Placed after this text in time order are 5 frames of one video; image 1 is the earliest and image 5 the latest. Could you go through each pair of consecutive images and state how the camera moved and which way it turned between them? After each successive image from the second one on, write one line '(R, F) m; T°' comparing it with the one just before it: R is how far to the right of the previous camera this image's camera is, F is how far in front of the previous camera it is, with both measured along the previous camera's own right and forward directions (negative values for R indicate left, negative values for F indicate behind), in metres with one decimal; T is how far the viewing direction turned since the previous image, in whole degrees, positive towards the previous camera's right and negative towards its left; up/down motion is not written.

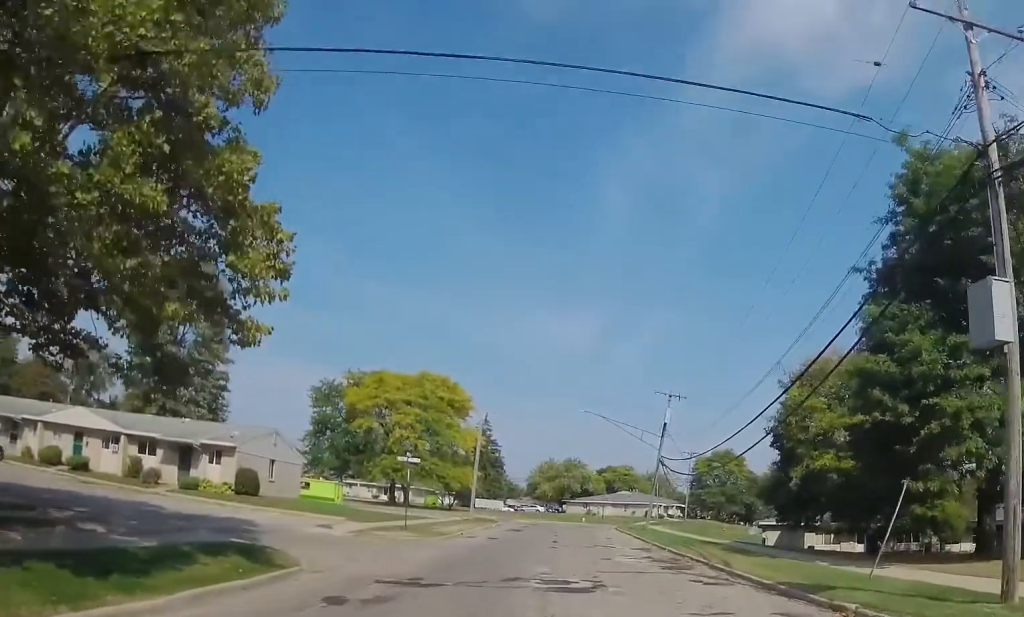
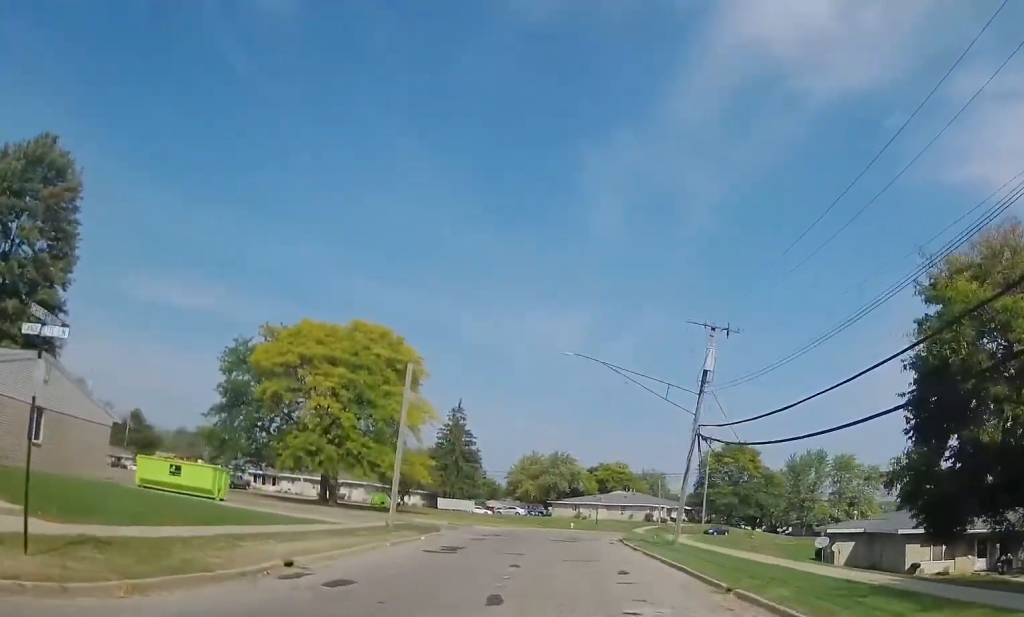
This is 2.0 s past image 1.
(+0.4, +20.7) m; +2°
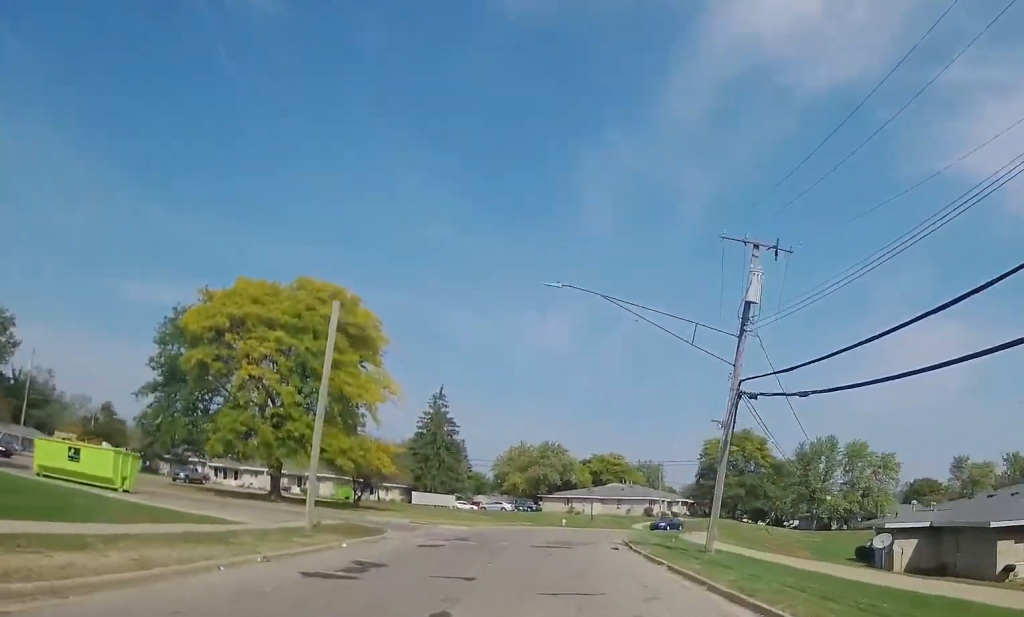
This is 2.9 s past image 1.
(+0.3, +9.9) m; +1°
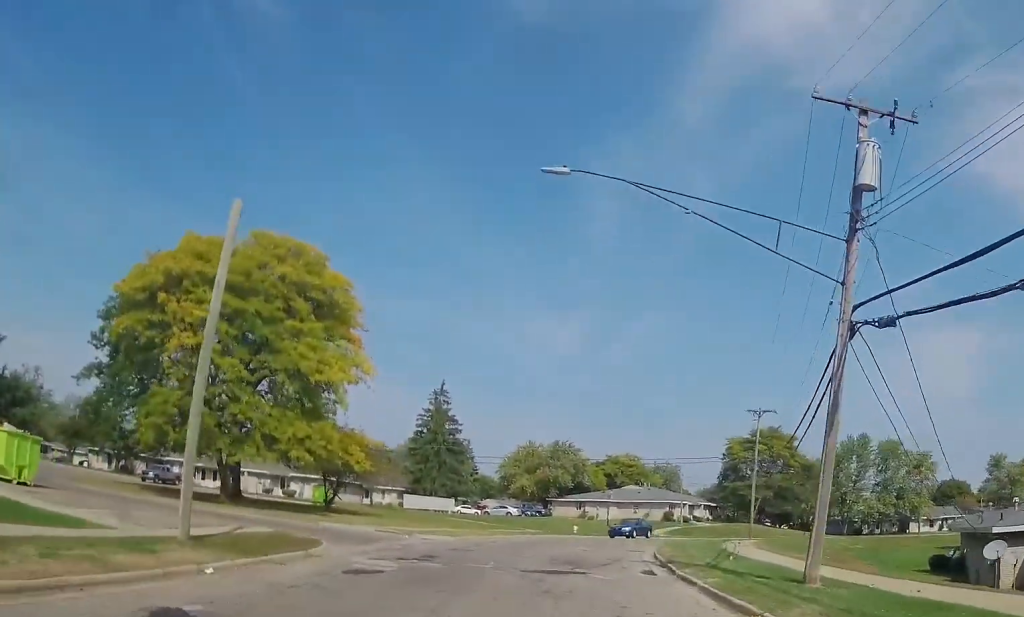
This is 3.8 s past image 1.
(0.0, +8.9) m; -1°
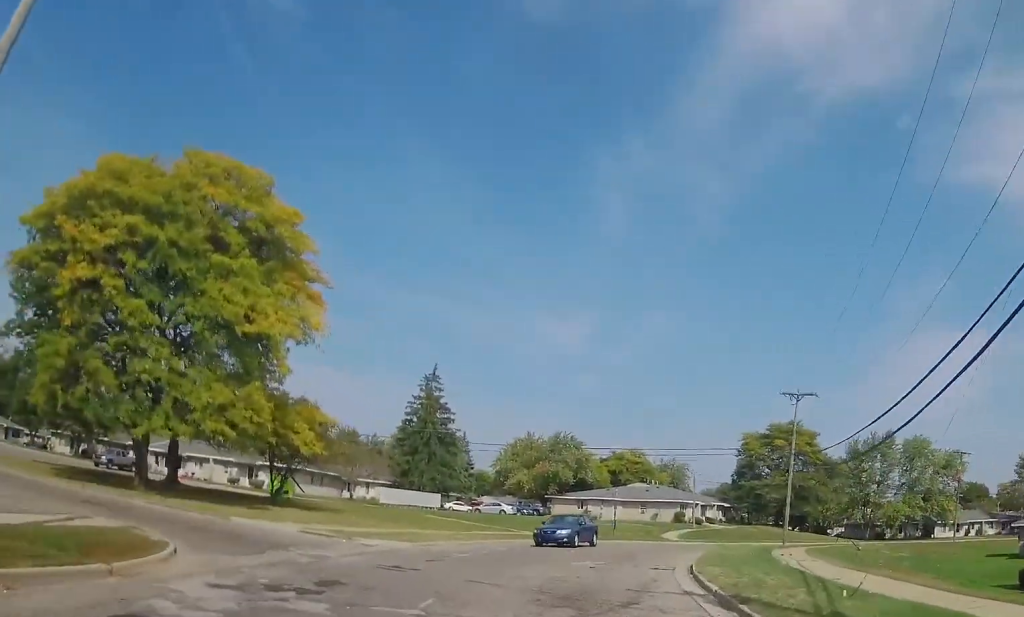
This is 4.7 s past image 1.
(-0.3, +8.6) m; +2°
